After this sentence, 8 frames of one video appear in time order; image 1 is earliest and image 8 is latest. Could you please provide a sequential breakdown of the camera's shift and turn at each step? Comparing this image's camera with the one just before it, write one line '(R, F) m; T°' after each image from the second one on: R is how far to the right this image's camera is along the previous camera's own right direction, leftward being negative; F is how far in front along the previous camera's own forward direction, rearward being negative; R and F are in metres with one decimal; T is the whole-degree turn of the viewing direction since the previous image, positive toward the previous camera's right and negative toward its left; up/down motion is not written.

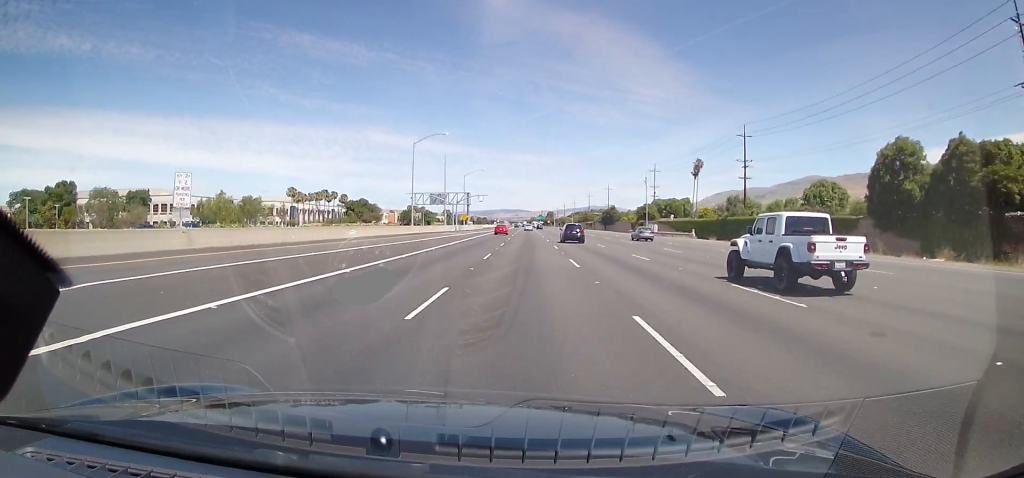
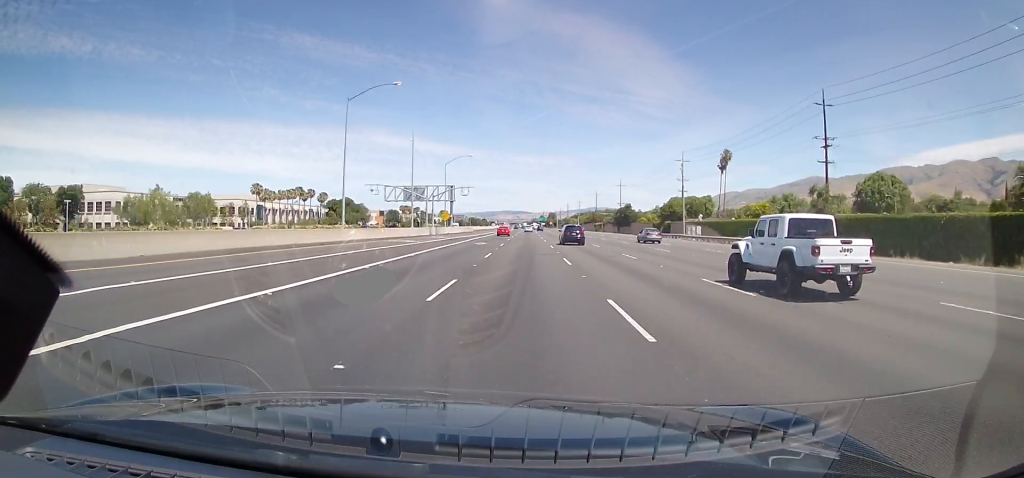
(+0.2, +28.4) m; 0°
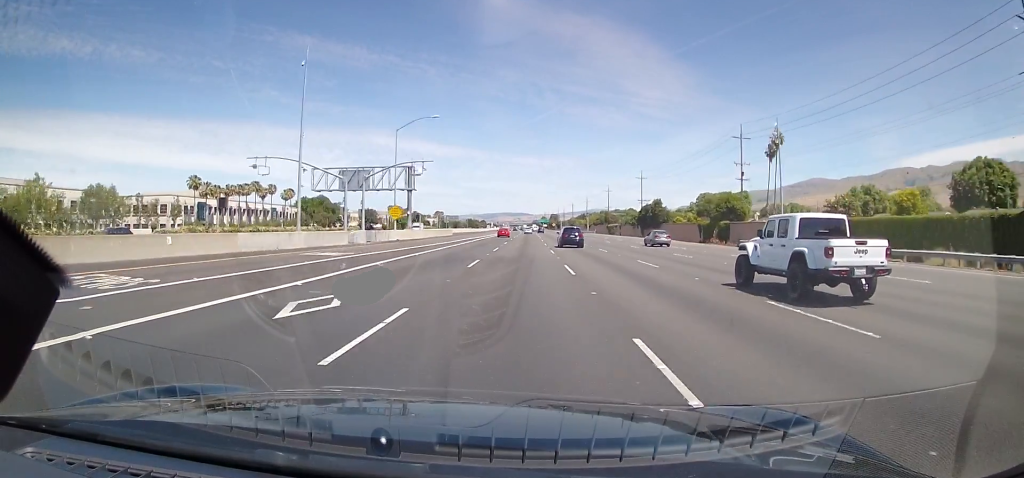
(-0.2, +36.1) m; -1°
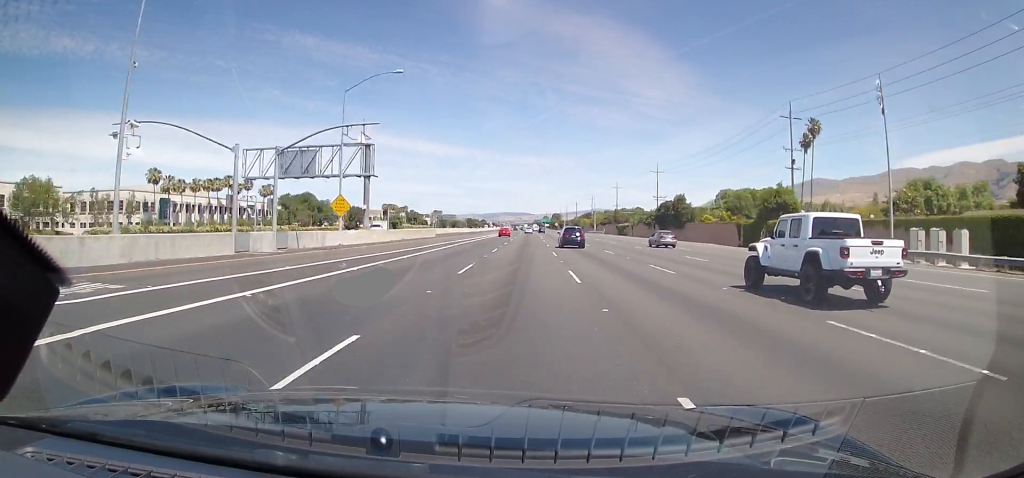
(-0.1, +18.1) m; 0°
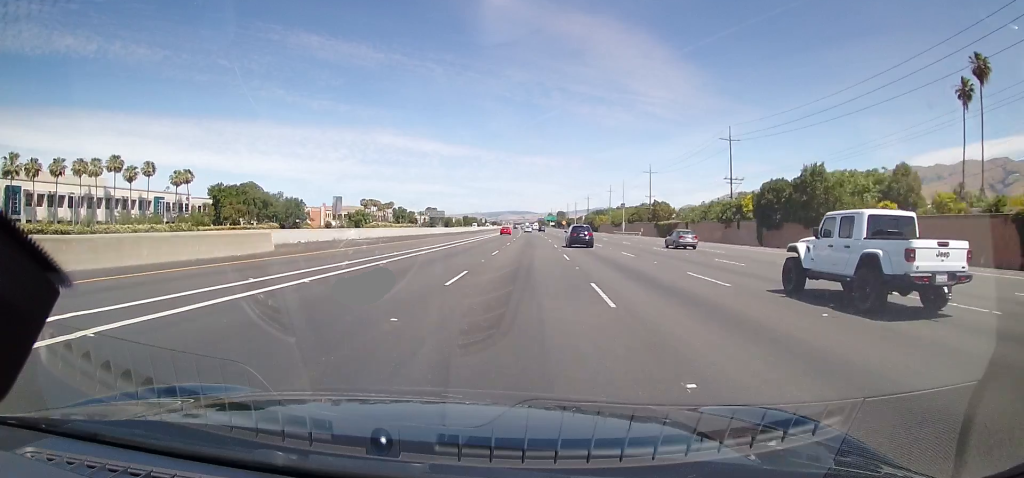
(0.0, +50.9) m; 0°
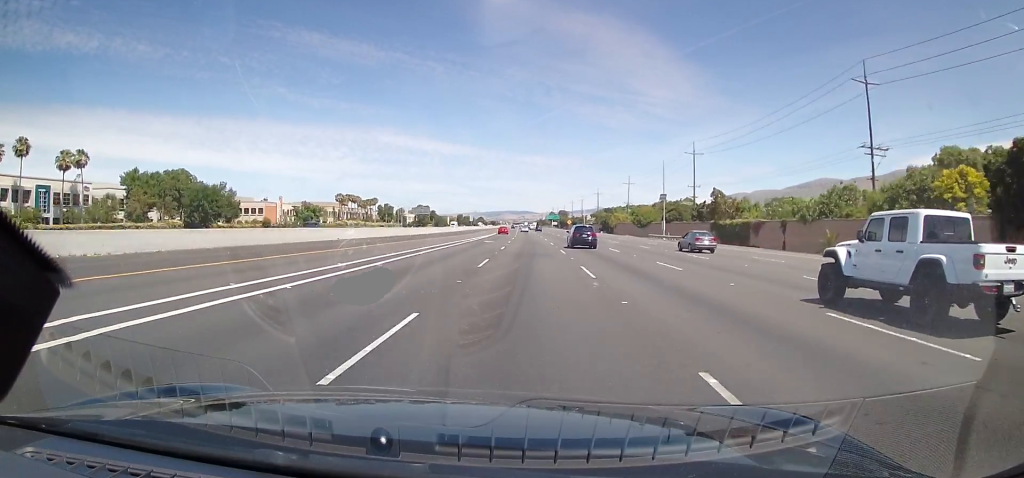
(-0.1, +39.8) m; 0°
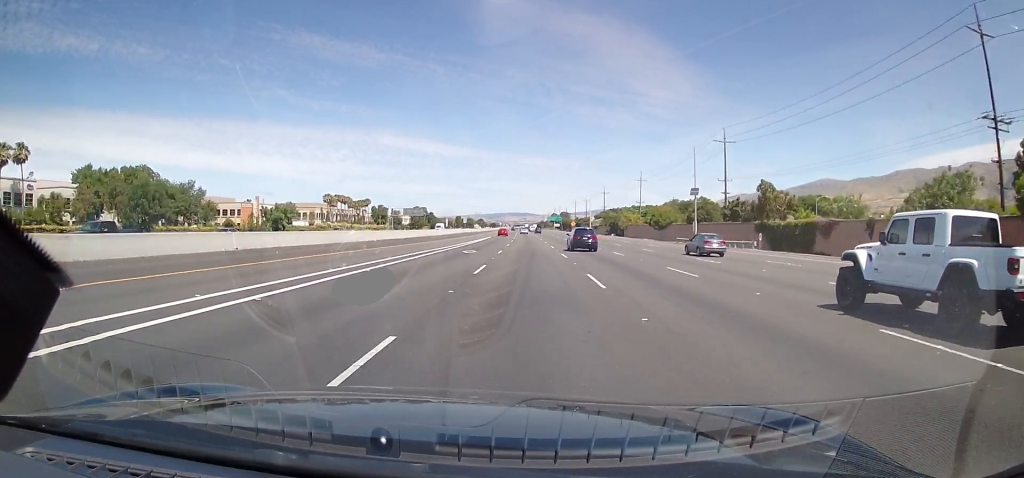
(0.0, +17.2) m; 0°
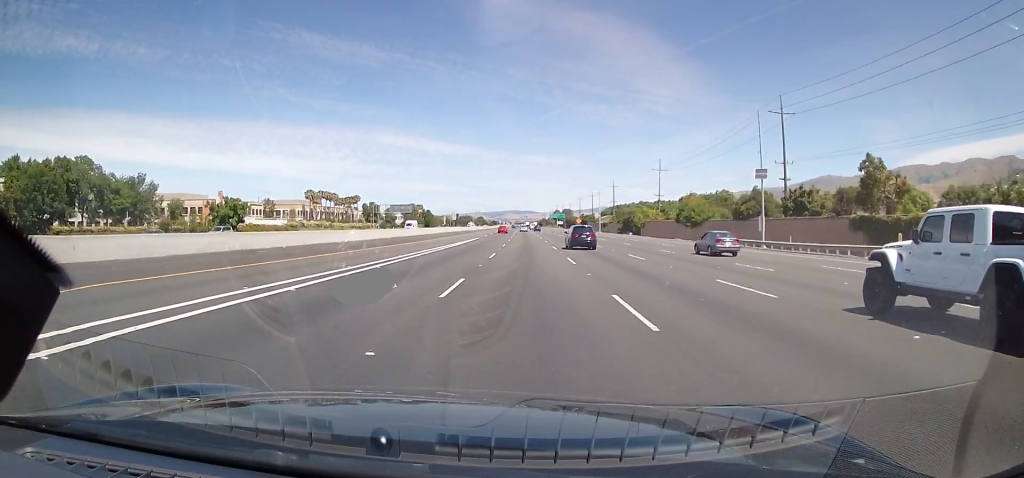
(0.0, +21.7) m; 0°
